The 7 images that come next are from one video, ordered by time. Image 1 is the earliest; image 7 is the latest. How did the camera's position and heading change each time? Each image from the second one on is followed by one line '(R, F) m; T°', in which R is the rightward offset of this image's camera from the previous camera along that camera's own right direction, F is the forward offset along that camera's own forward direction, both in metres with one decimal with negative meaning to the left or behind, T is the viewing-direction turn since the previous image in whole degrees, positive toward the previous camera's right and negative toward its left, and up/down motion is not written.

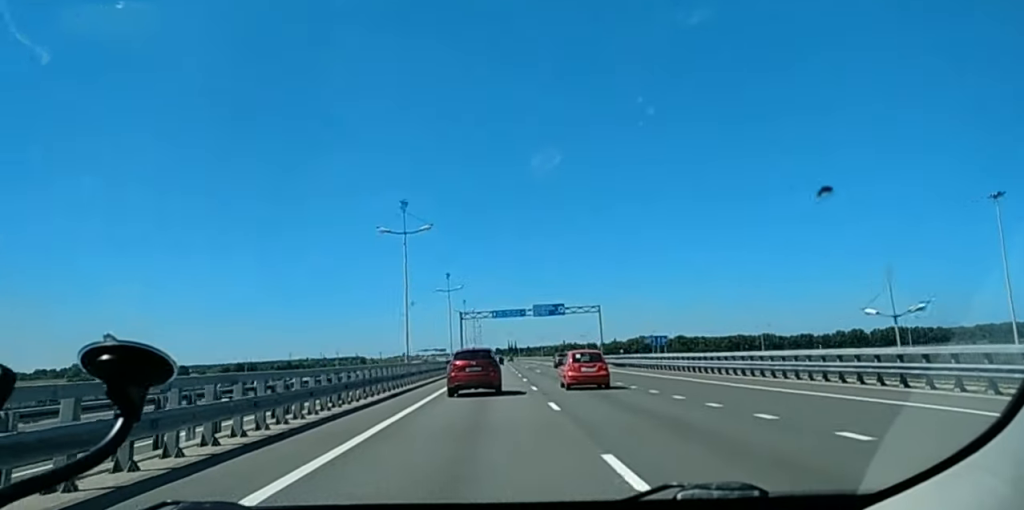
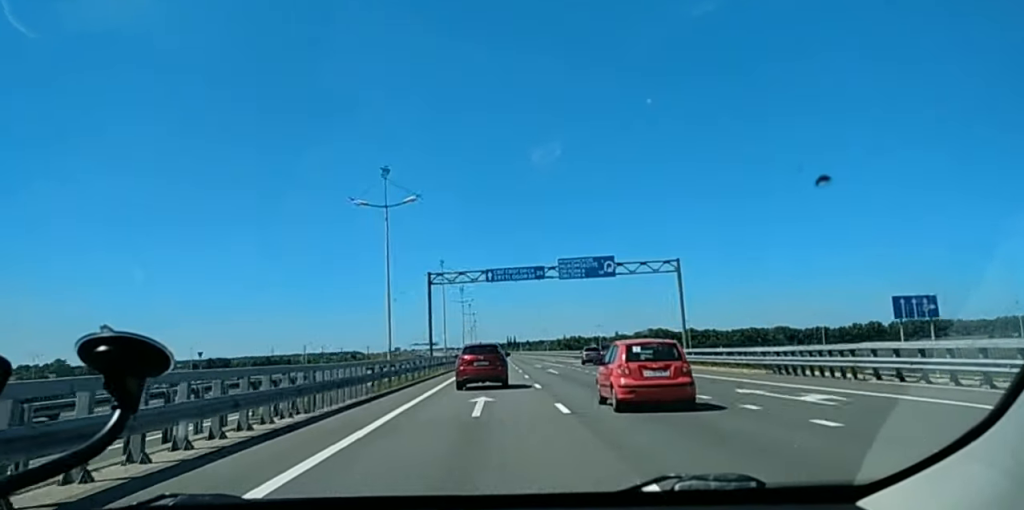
(-0.1, +50.7) m; -1°
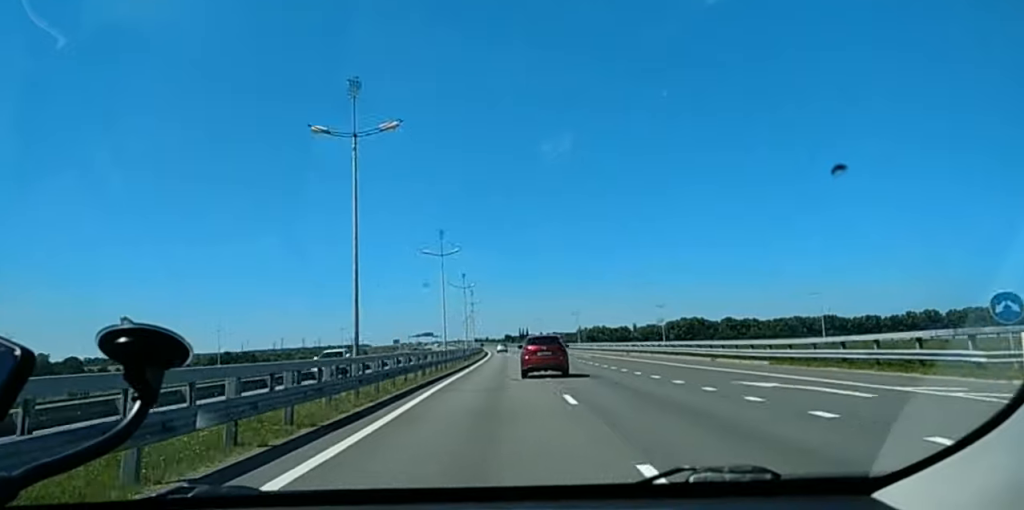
(-0.3, +92.6) m; 0°
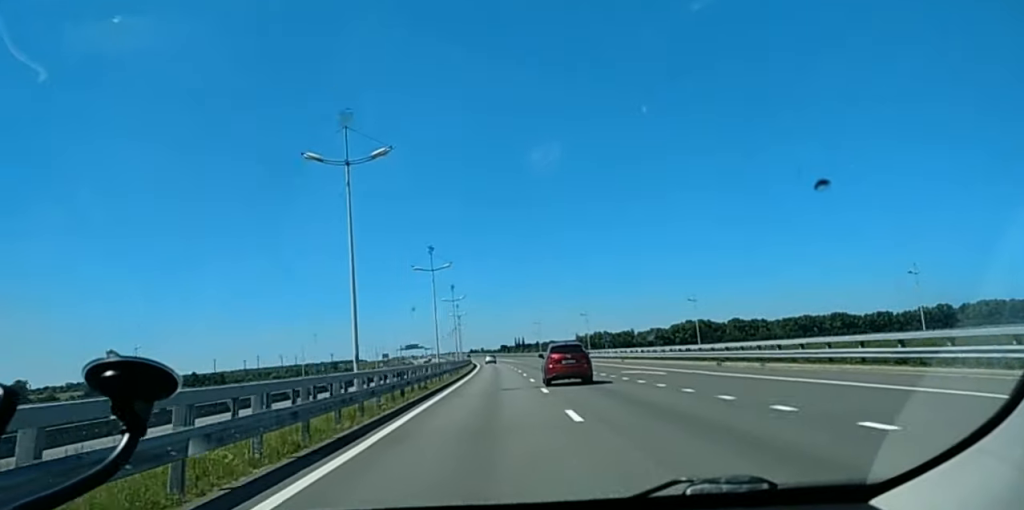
(+0.2, +39.5) m; 0°
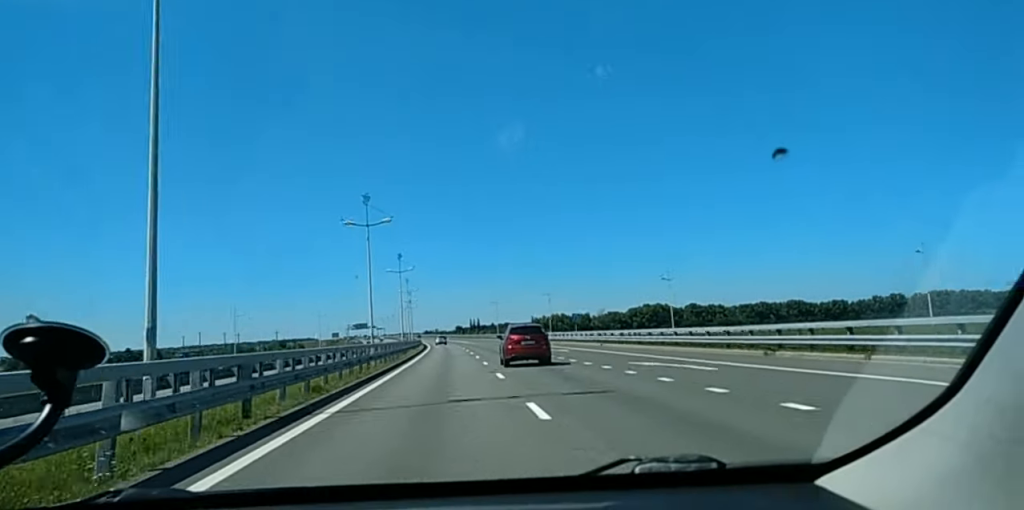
(+0.1, +16.4) m; 0°
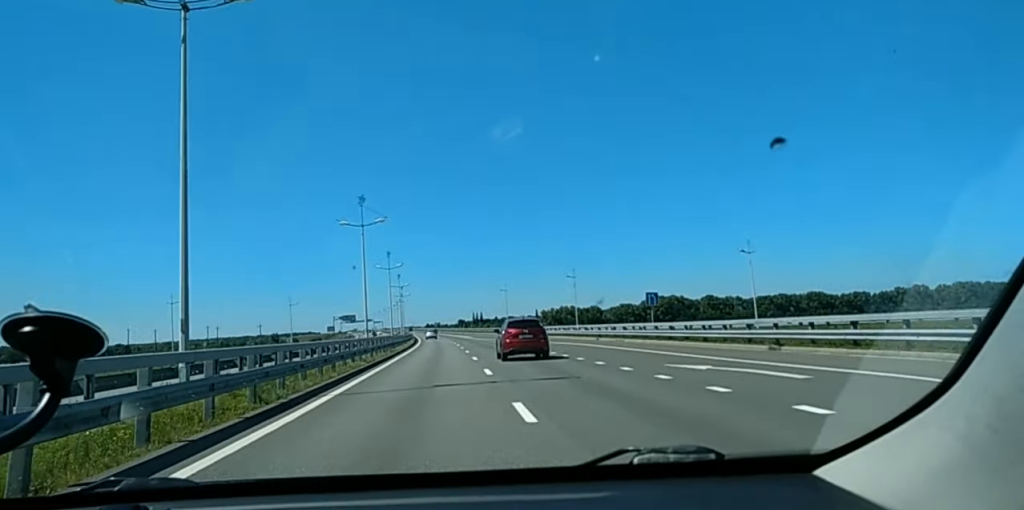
(-0.1, +37.2) m; 0°
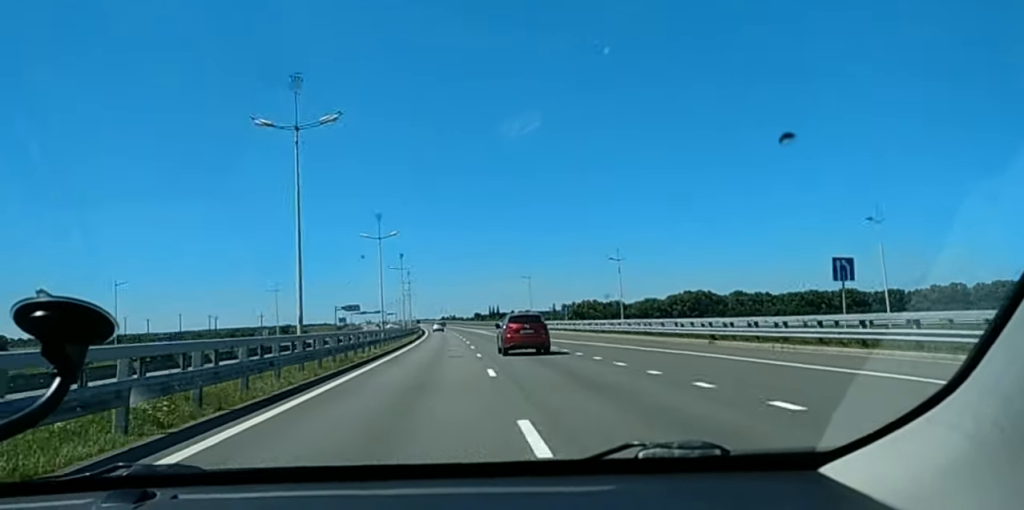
(+0.1, +27.1) m; 0°
